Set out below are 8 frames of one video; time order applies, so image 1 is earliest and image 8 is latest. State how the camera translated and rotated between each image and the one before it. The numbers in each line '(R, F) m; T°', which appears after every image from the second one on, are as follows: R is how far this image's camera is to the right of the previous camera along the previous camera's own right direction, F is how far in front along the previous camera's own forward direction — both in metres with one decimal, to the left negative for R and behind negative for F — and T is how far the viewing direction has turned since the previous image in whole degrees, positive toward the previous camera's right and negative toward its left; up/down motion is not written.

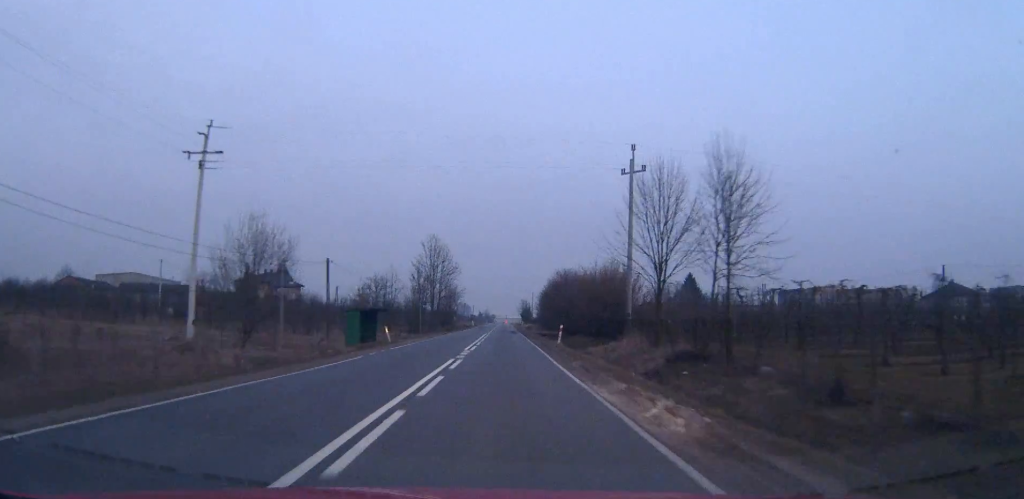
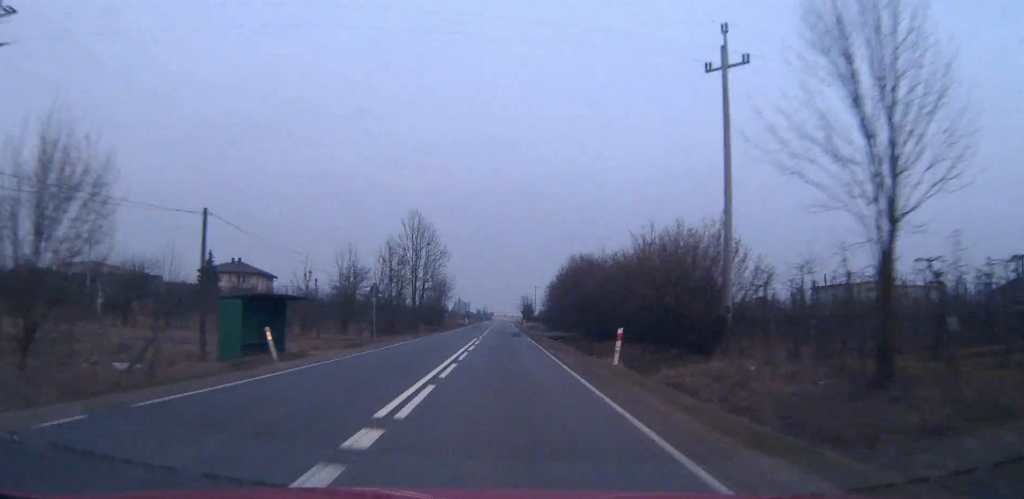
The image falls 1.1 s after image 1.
(0.0, +20.5) m; 0°
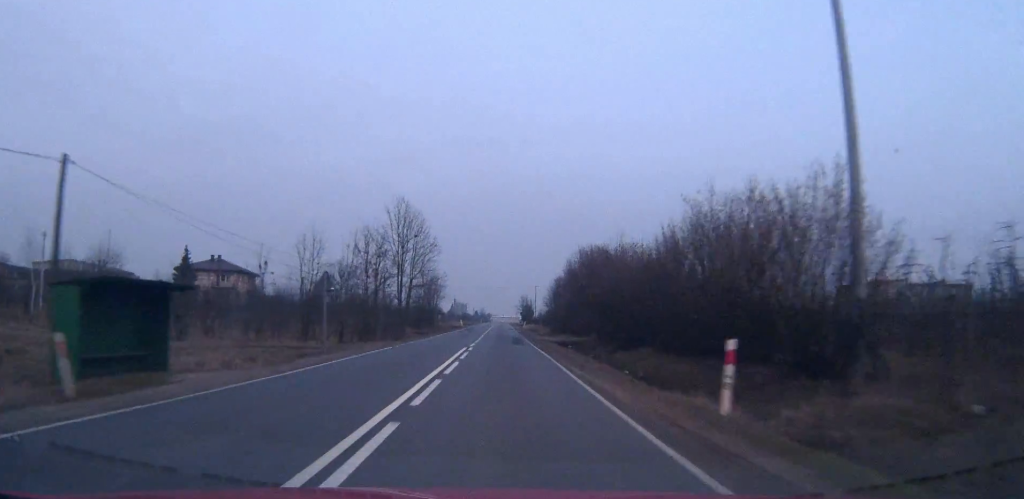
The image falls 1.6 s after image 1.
(0.0, +10.2) m; 0°
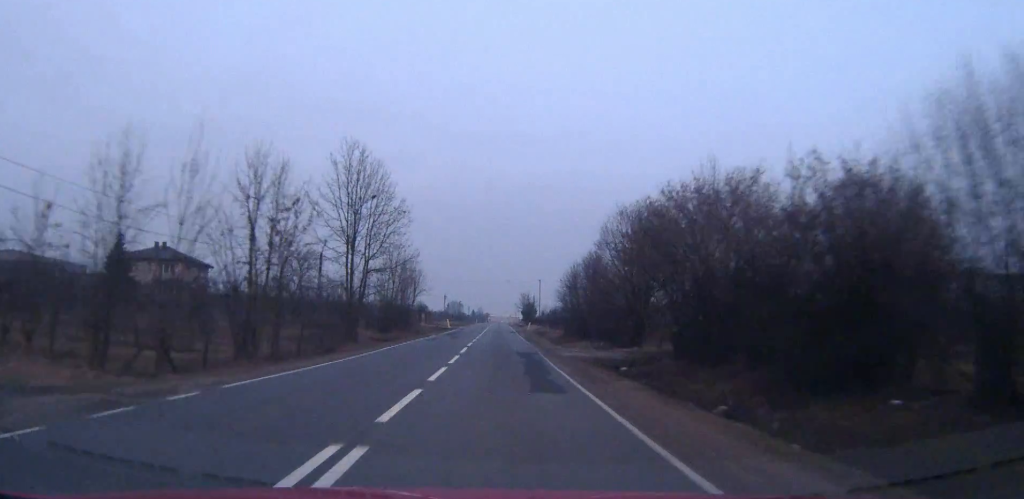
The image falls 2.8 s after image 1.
(0.0, +23.5) m; 0°
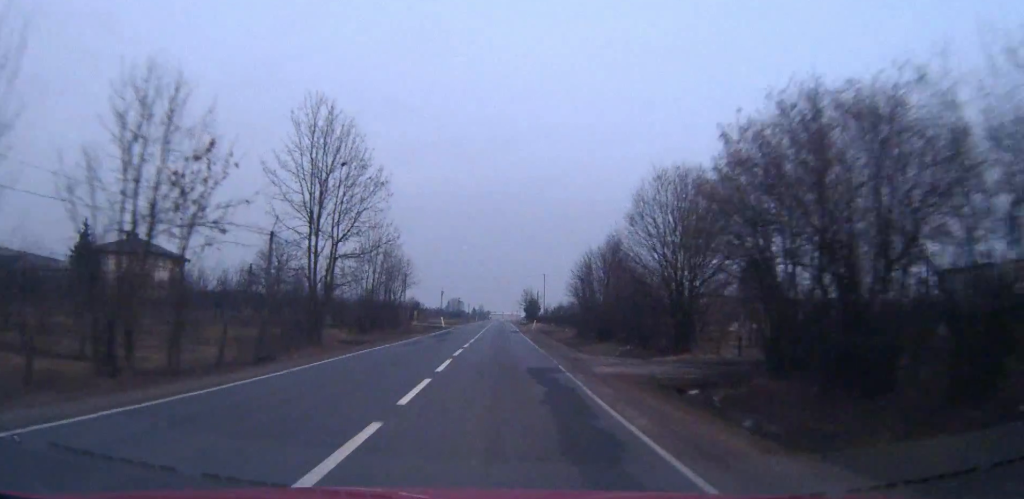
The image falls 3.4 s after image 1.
(+0.1, +10.1) m; 0°
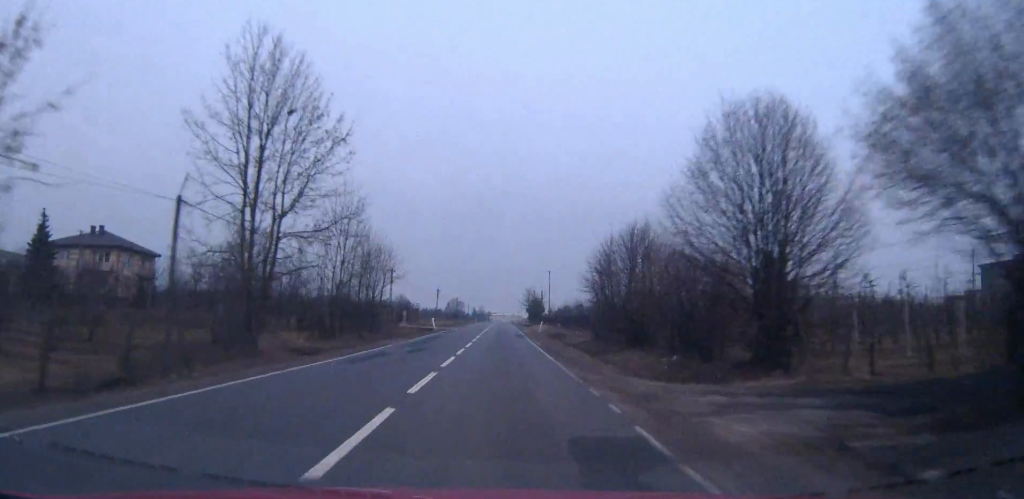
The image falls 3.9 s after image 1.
(0.0, +10.8) m; 0°
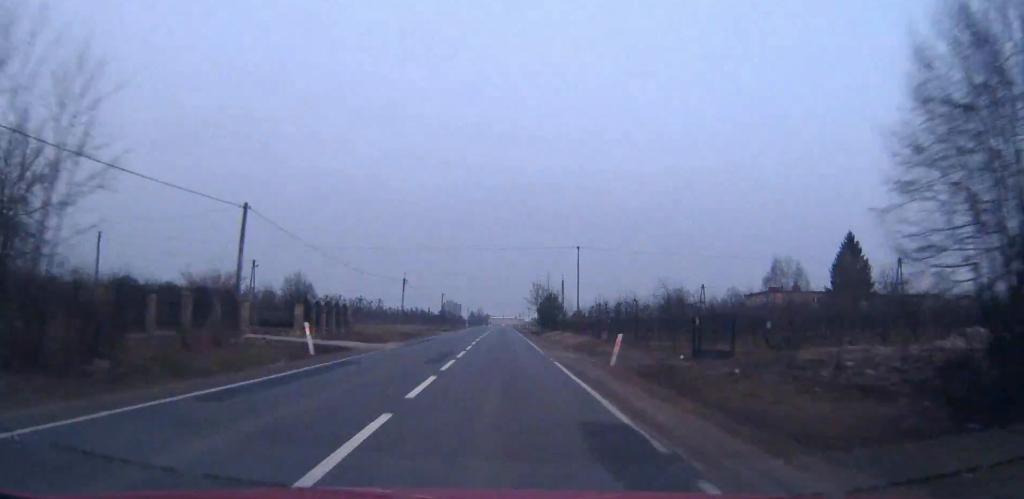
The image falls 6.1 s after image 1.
(-0.1, +41.8) m; 0°
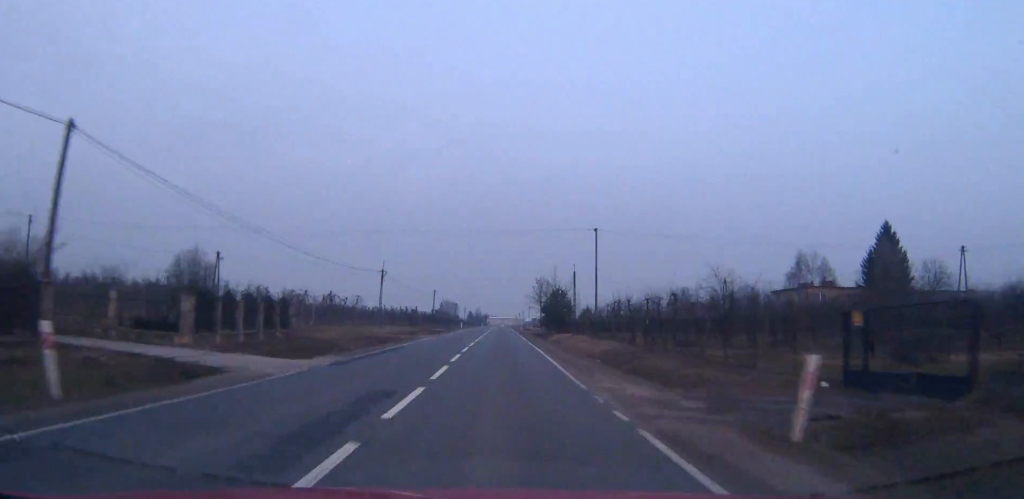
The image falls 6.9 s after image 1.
(0.0, +13.9) m; 0°
